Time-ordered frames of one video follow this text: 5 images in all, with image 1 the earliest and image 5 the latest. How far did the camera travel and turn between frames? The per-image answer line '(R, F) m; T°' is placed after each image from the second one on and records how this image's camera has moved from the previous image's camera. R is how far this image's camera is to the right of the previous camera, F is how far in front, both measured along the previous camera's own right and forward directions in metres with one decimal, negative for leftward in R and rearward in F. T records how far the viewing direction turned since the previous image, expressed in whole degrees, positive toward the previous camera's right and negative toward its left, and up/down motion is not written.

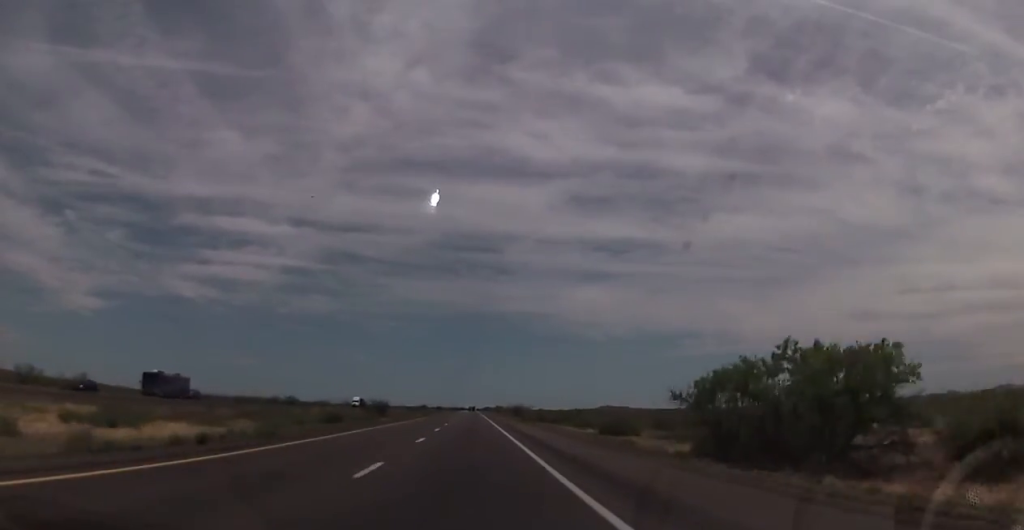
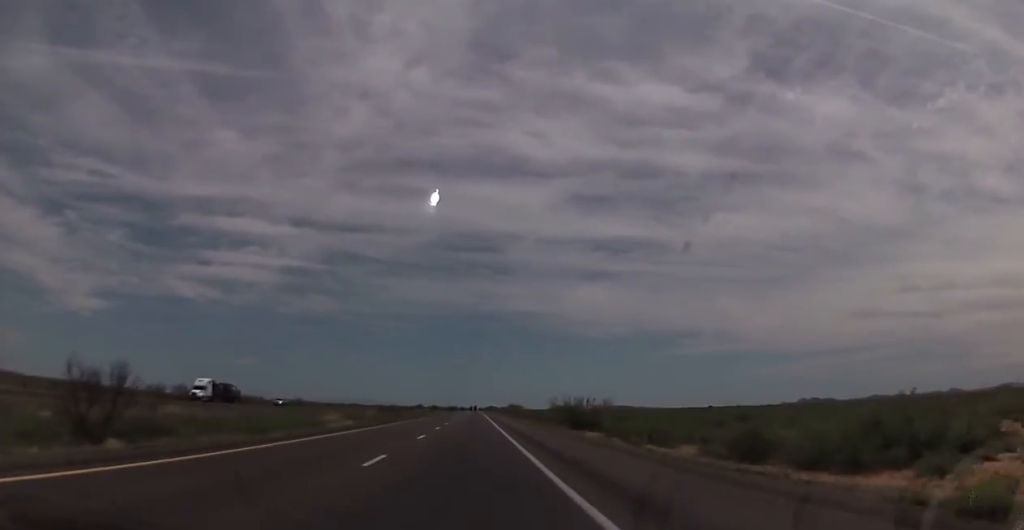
(-0.9, +87.5) m; -1°
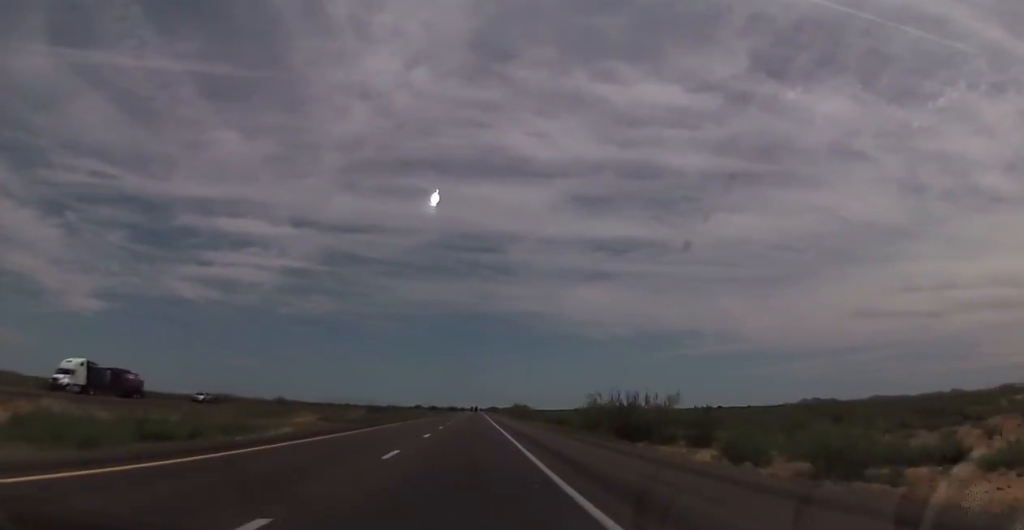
(+0.2, +22.3) m; 0°
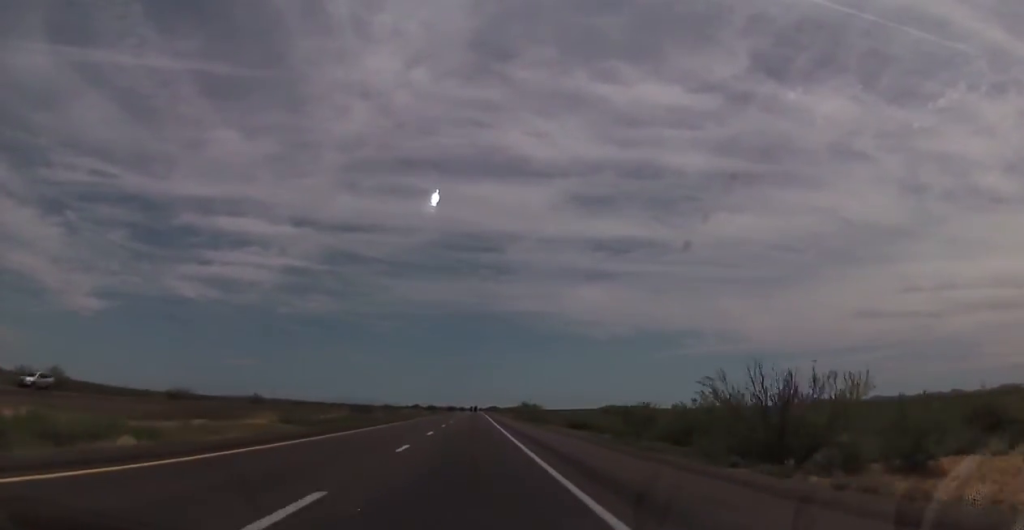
(+0.1, +22.1) m; 0°
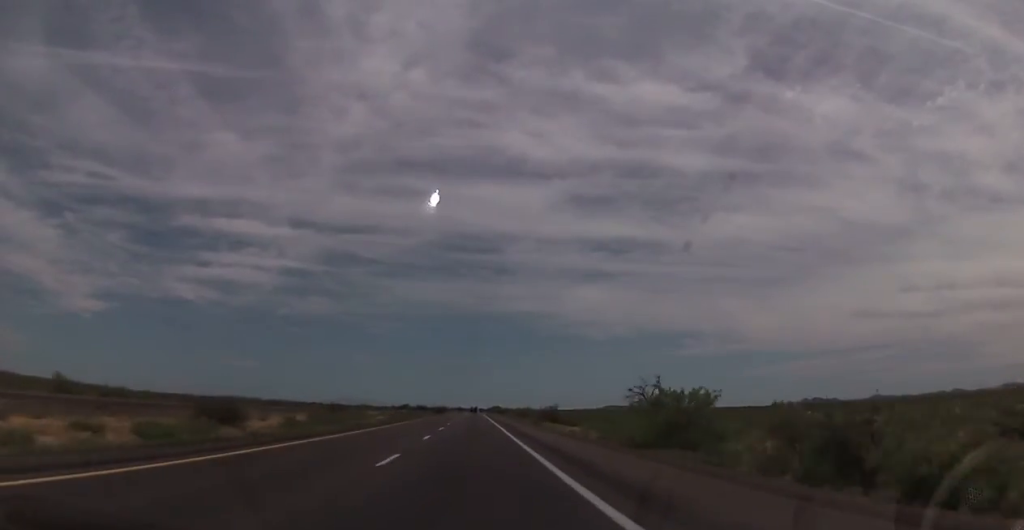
(-0.2, +86.8) m; -1°
